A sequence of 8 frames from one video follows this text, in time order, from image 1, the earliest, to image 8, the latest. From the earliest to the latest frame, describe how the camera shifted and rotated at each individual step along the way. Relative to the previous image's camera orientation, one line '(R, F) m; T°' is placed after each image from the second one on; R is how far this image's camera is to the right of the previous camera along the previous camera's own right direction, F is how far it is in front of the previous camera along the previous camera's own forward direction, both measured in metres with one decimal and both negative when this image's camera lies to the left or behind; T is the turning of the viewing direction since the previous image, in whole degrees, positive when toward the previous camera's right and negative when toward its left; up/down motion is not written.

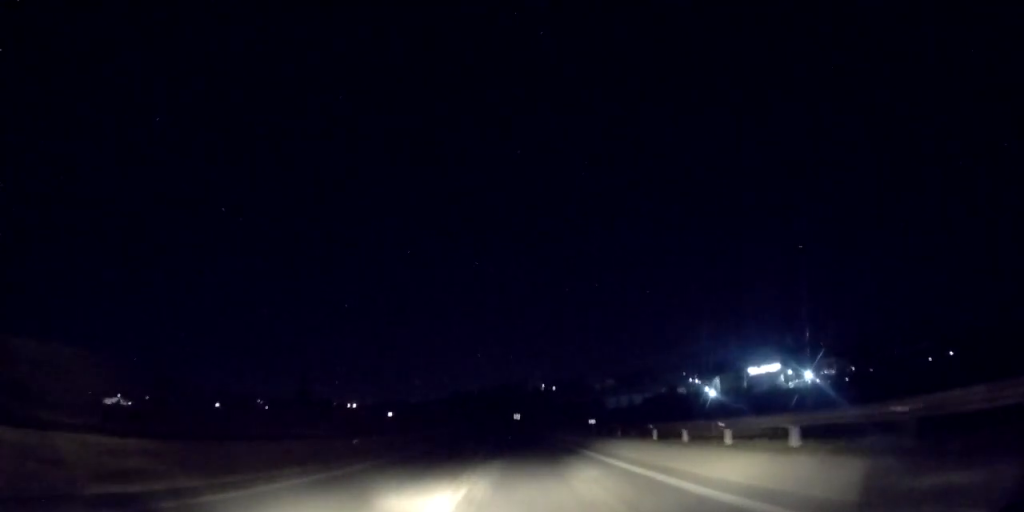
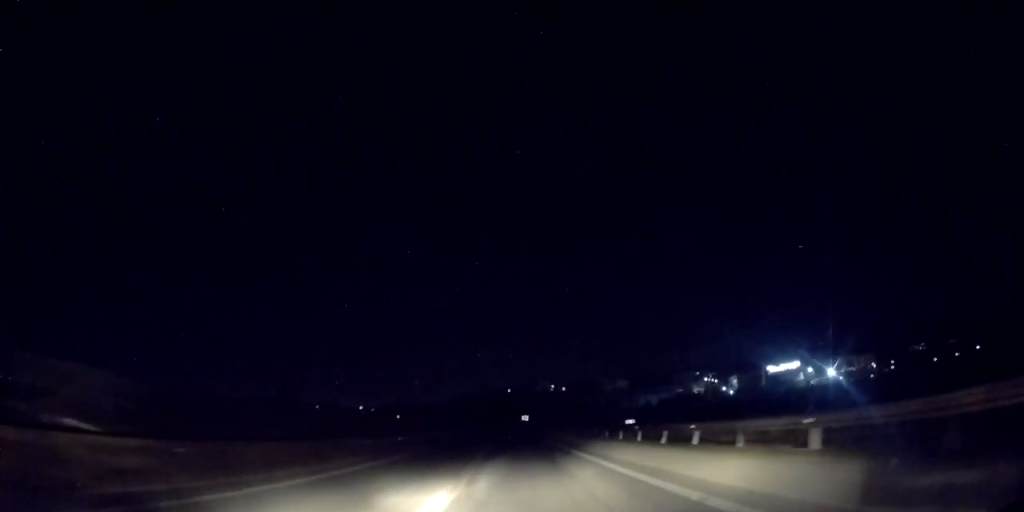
(+0.3, +13.1) m; -1°
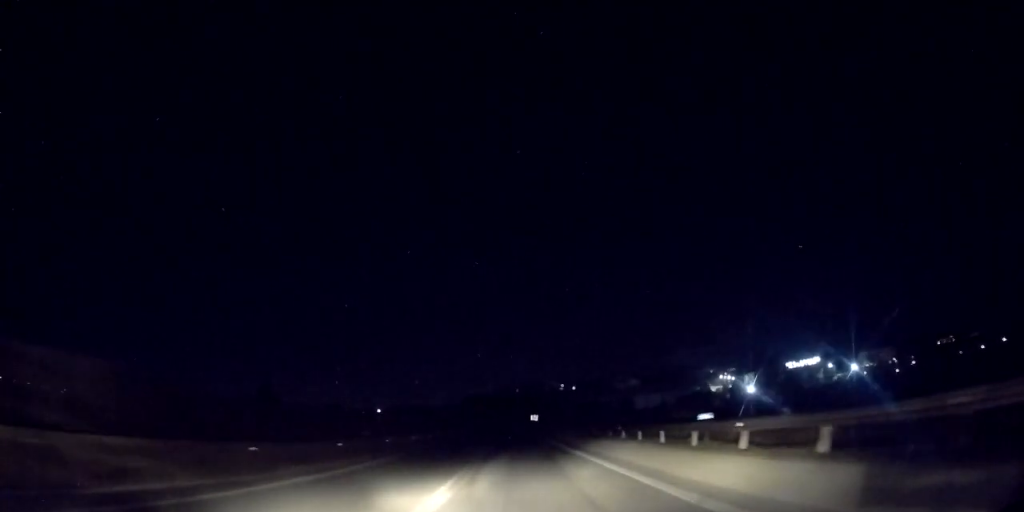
(-0.4, +12.1) m; -1°
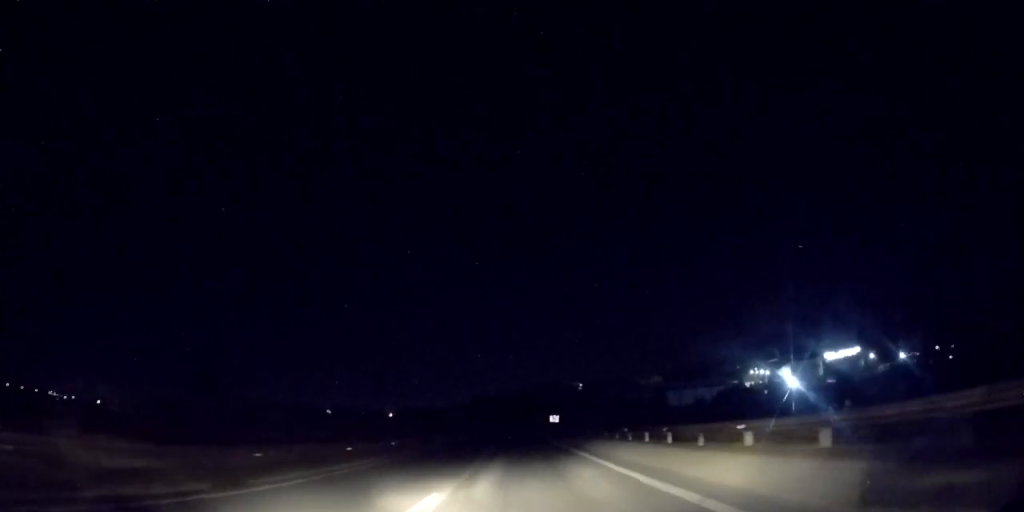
(-0.4, +23.8) m; -1°
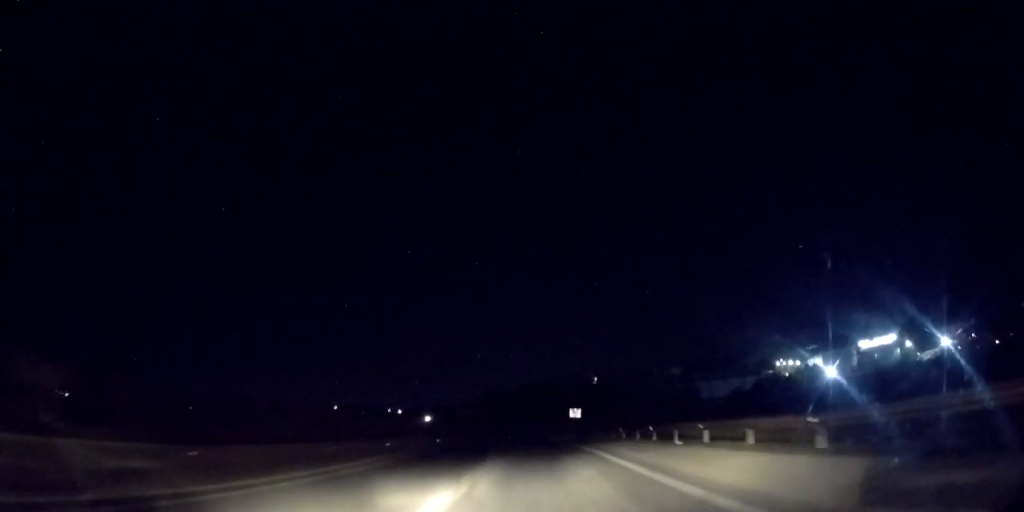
(+0.4, +19.2) m; -1°
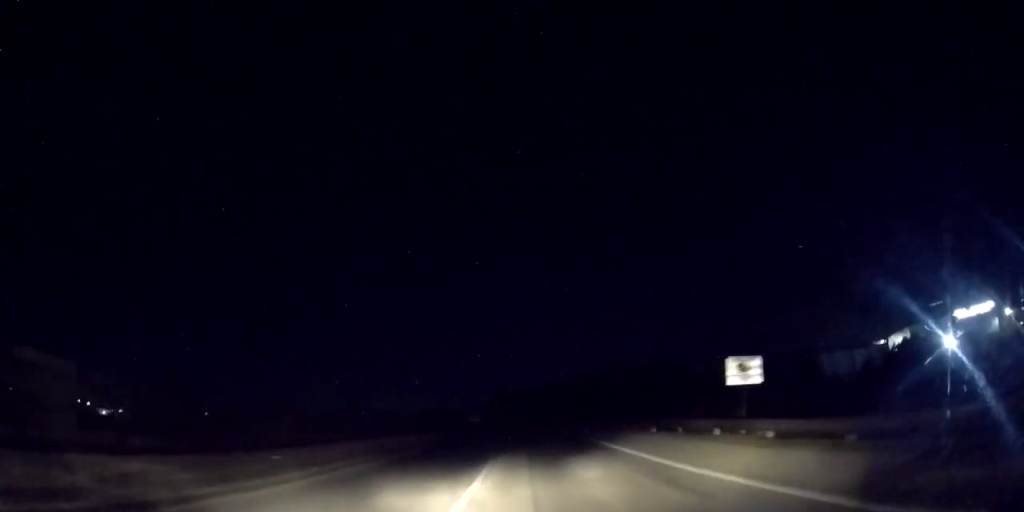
(-1.5, +52.5) m; -2°
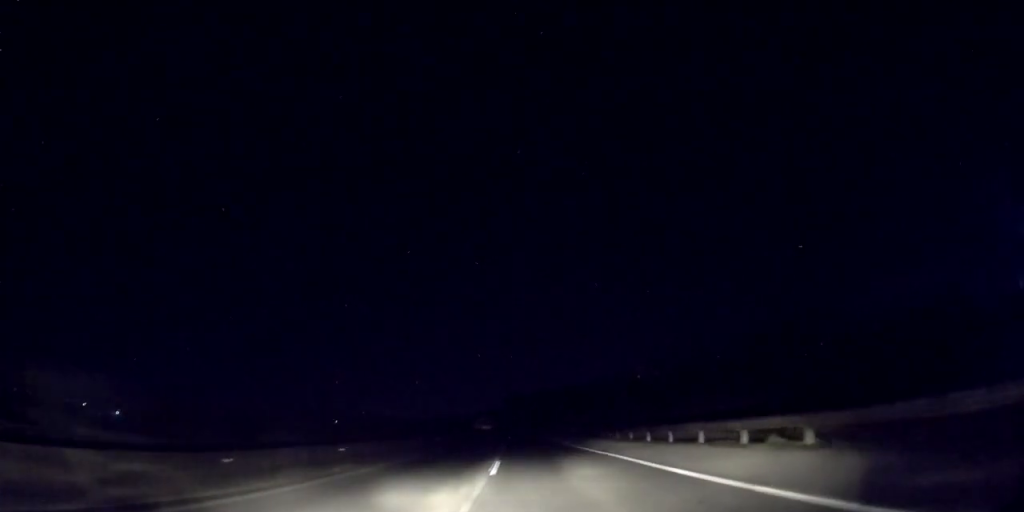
(-0.3, +43.3) m; -1°
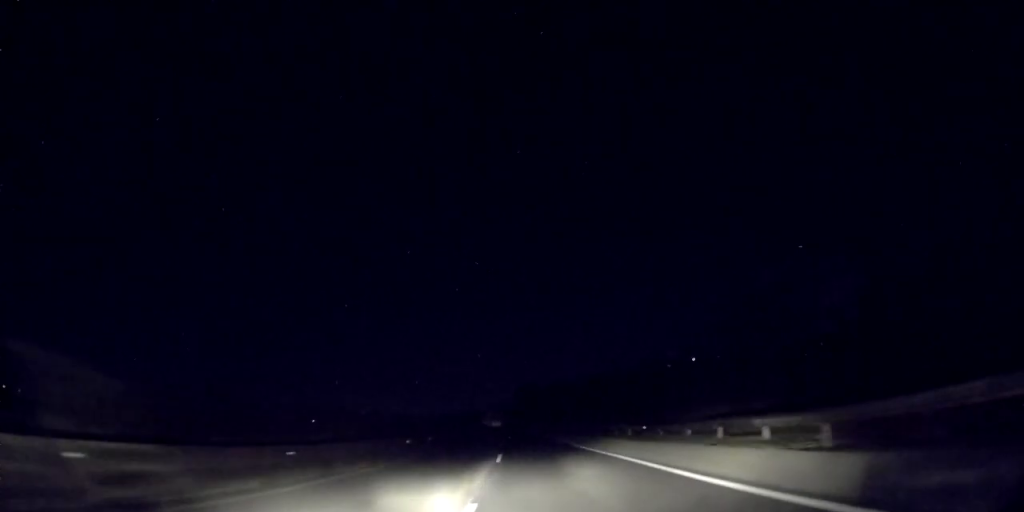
(-0.4, +28.6) m; -2°
